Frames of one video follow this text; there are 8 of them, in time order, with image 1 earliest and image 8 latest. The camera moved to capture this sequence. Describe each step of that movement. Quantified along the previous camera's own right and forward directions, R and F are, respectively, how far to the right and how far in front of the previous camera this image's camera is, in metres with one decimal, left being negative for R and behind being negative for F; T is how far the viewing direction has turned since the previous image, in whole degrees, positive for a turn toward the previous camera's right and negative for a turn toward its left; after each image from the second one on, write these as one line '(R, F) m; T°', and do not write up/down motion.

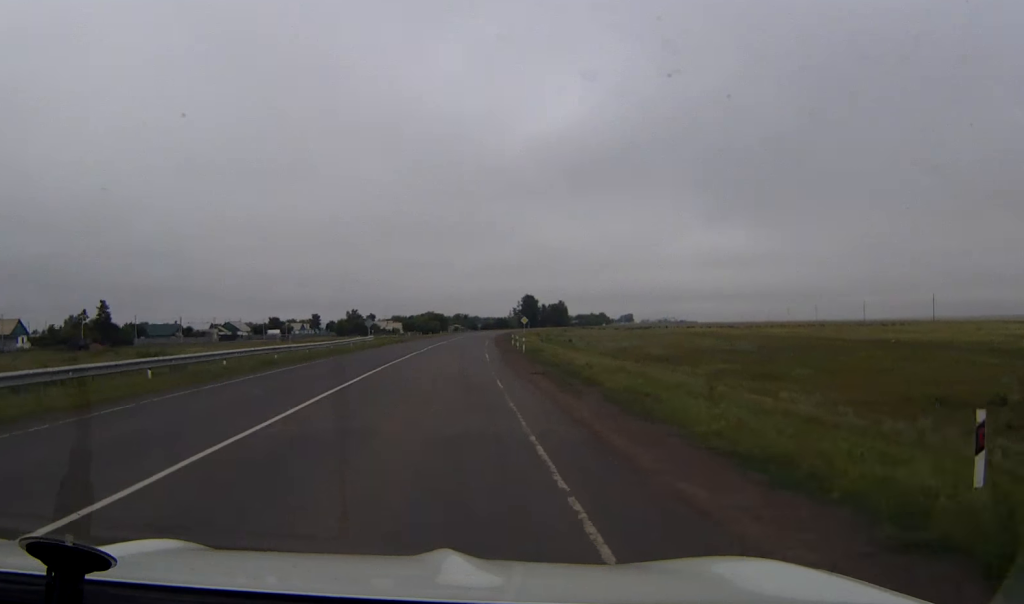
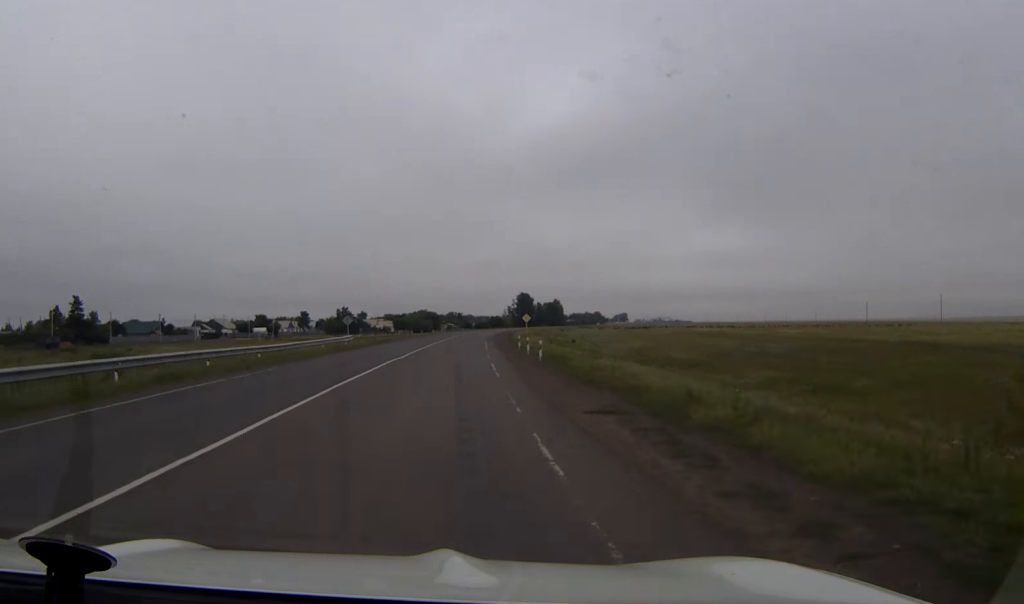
(0.0, +12.3) m; 0°
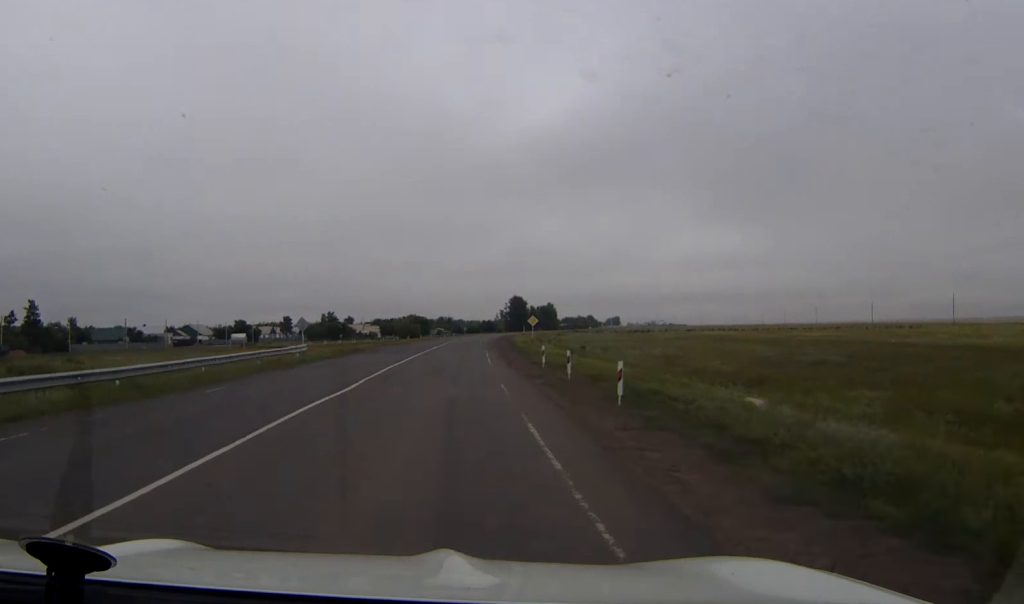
(+0.1, +18.5) m; +1°
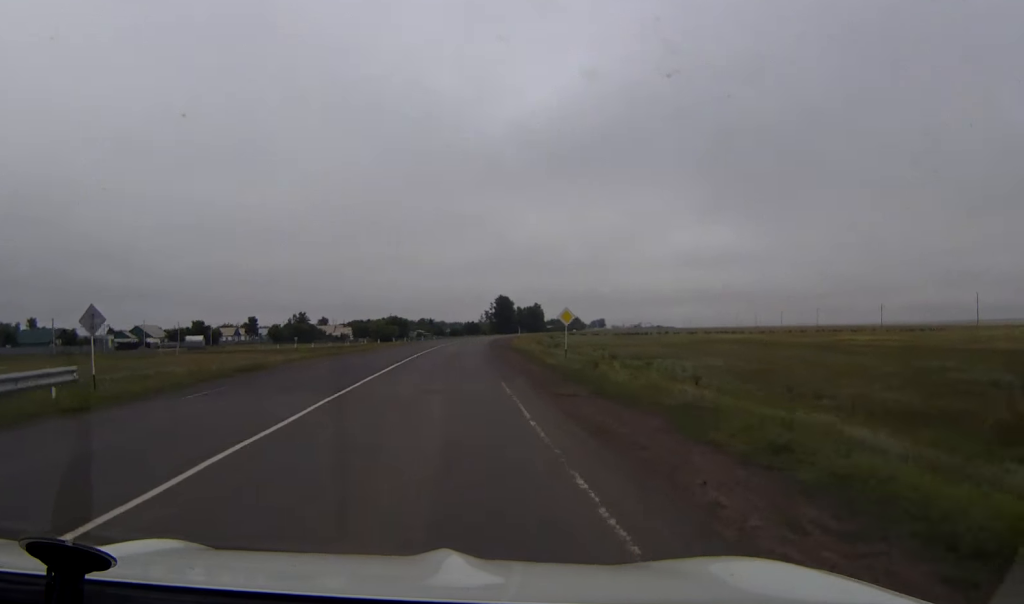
(+0.3, +33.1) m; +1°
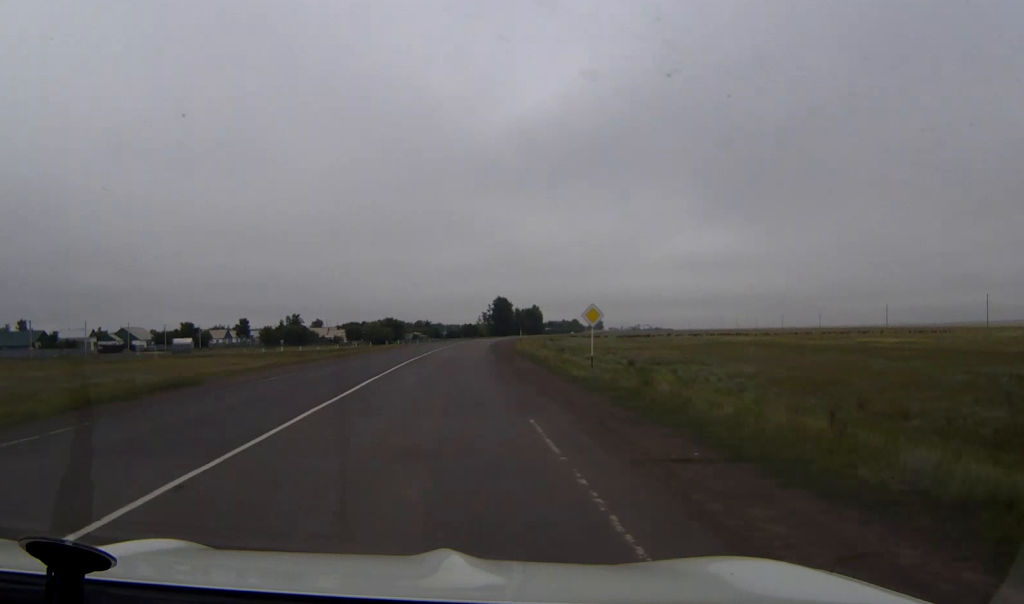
(0.0, +9.2) m; 0°
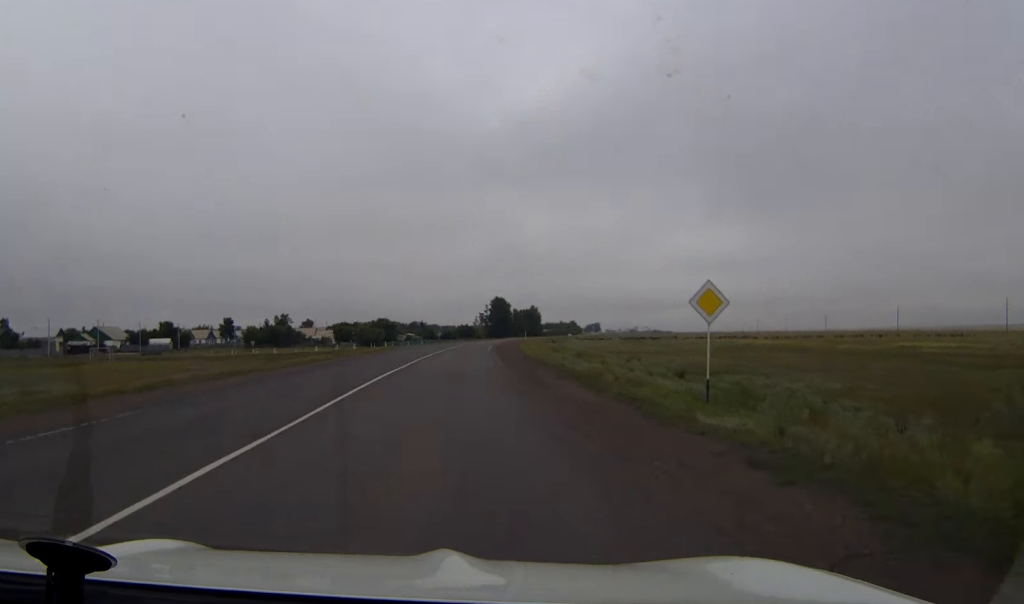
(0.0, +17.5) m; 0°
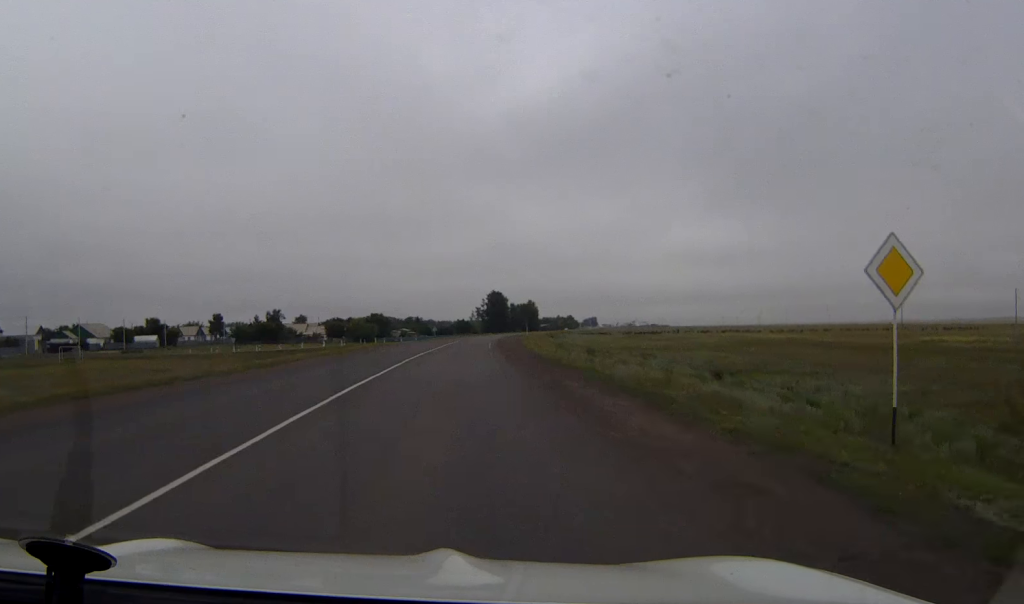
(0.0, +8.5) m; 0°
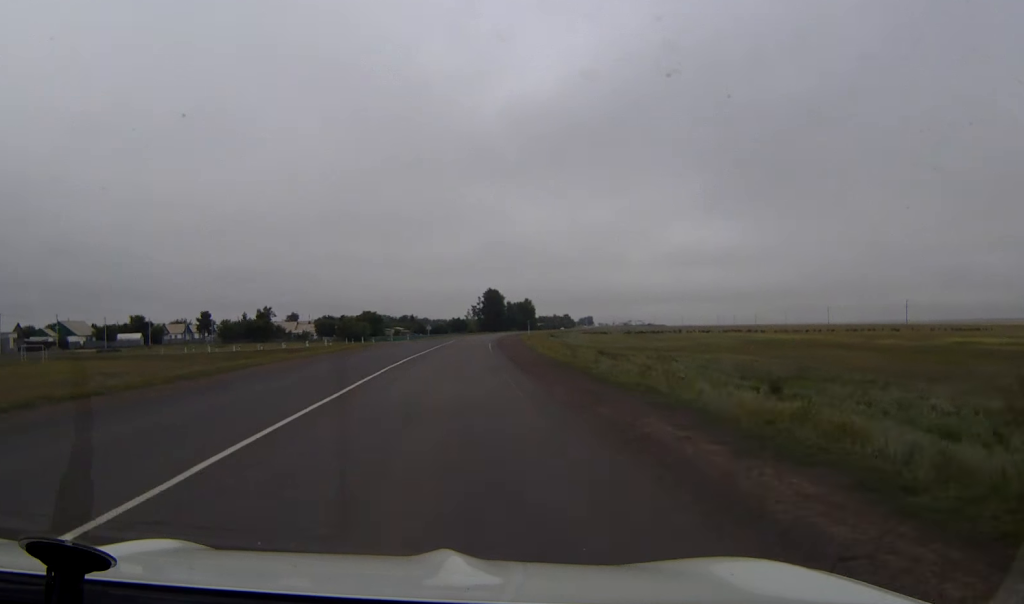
(0.0, +9.8) m; 0°
